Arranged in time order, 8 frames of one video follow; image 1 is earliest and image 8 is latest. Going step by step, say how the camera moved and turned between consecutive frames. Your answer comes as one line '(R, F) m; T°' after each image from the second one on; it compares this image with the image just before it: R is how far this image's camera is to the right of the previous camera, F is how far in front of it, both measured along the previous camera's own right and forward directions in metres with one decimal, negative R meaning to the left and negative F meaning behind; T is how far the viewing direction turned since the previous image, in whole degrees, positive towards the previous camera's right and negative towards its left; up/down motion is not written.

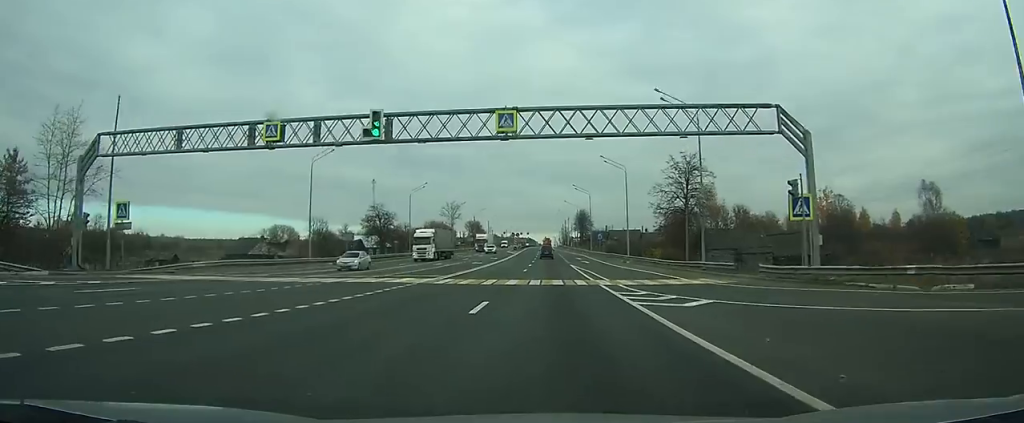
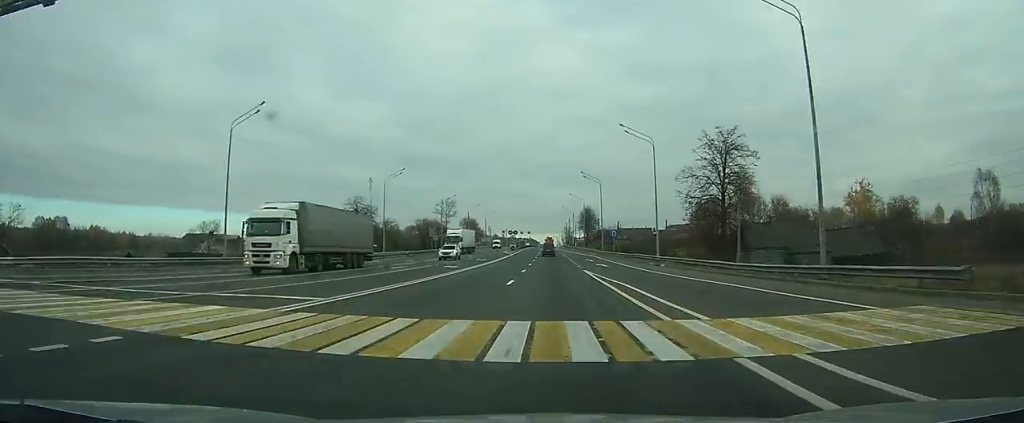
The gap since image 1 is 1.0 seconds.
(0.0, +18.3) m; 0°
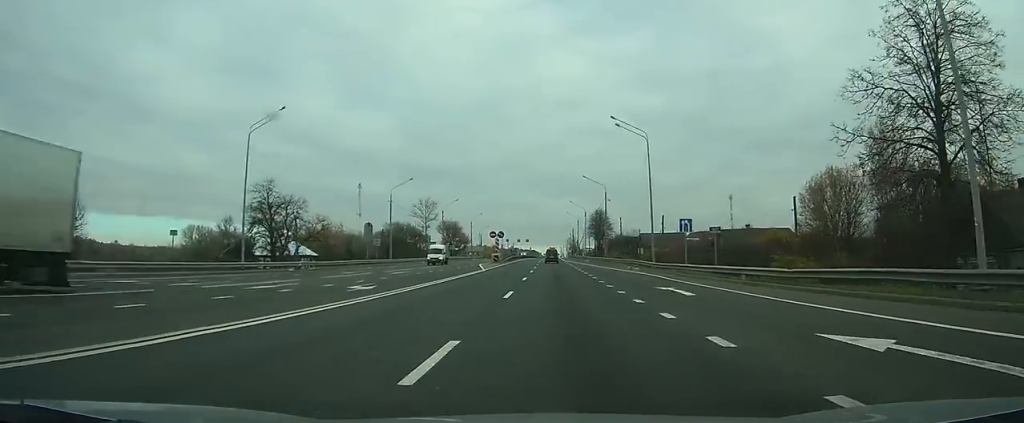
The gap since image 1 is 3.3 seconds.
(0.0, +40.8) m; 0°
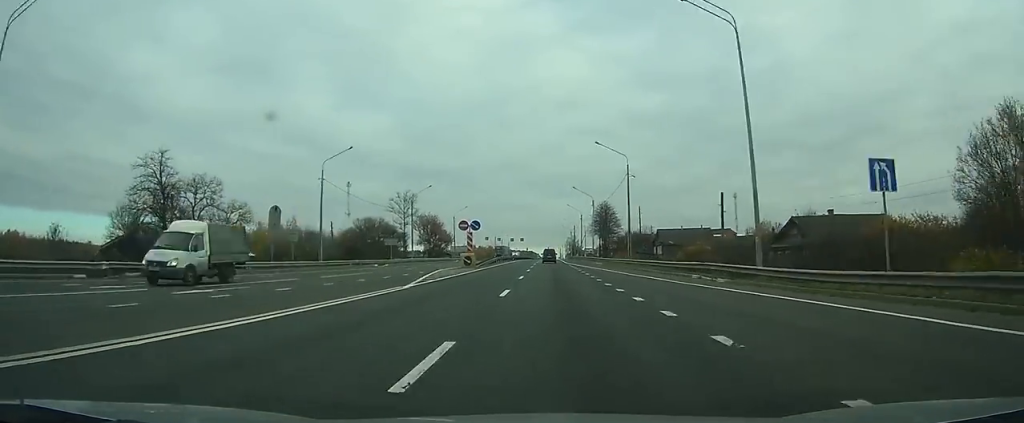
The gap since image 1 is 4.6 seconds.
(0.0, +23.7) m; 0°
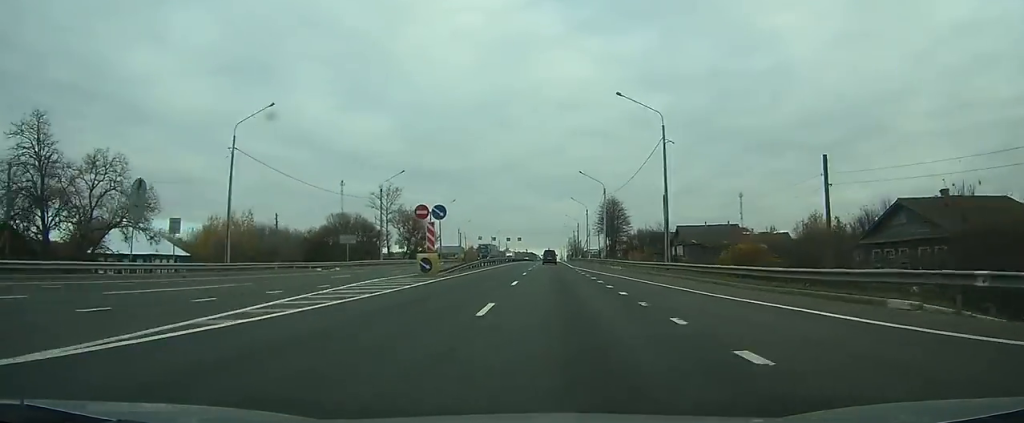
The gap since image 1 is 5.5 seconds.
(0.0, +17.0) m; 0°
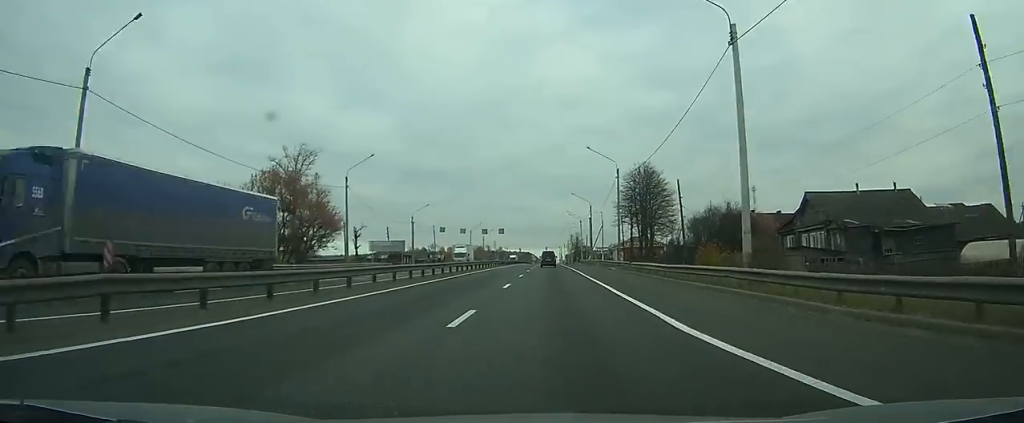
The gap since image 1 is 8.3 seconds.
(0.0, +52.0) m; 0°
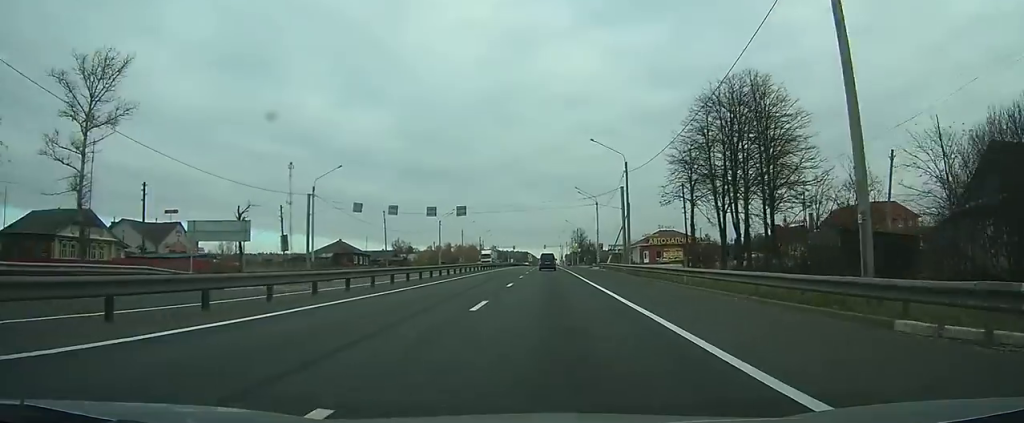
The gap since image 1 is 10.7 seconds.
(-0.1, +45.0) m; 0°
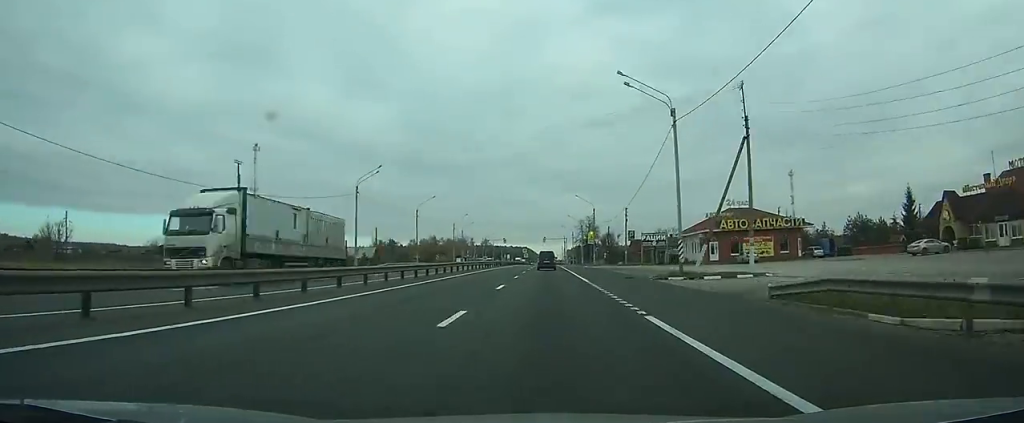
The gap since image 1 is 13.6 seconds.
(+0.1, +48.7) m; 0°
